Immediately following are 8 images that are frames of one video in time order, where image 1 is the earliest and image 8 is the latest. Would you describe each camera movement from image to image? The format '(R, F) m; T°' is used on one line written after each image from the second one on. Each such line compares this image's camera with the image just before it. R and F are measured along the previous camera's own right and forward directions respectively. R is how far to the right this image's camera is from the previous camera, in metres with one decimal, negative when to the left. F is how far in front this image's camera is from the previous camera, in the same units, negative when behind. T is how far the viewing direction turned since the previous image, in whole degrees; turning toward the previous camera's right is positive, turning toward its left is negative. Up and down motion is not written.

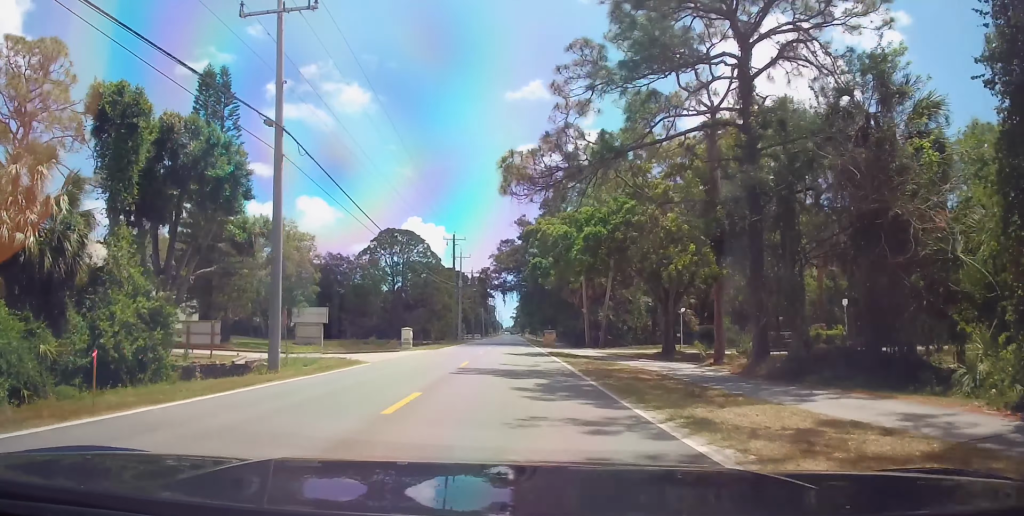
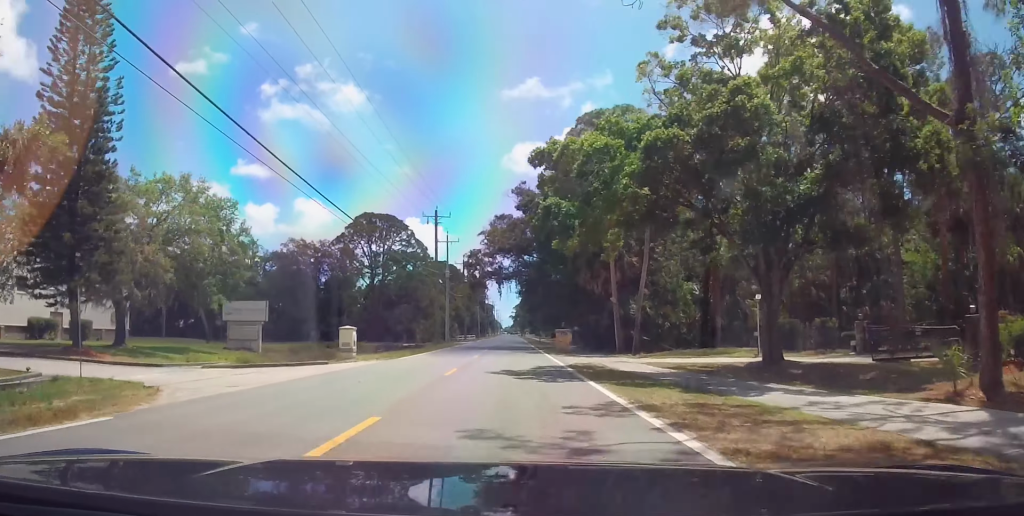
(-0.4, +15.7) m; 0°
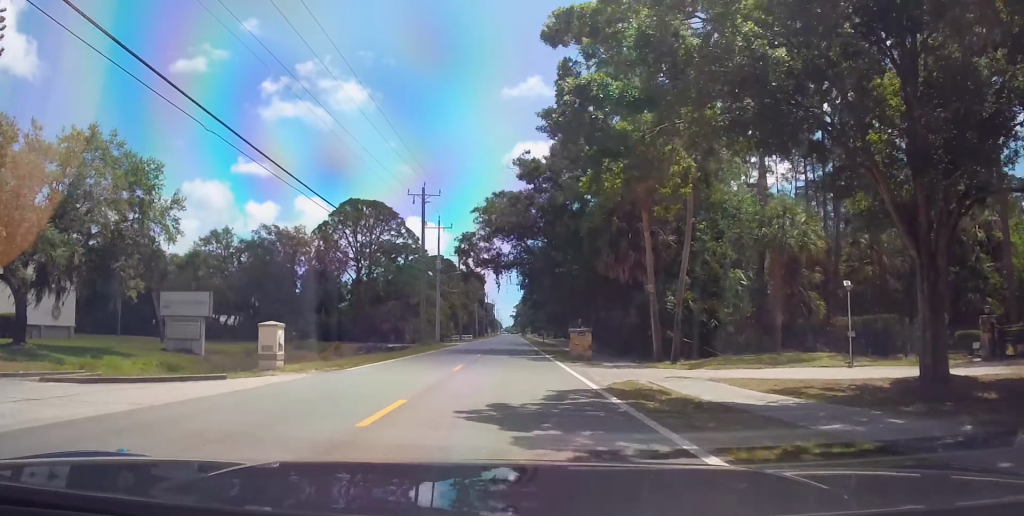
(+0.3, +9.5) m; +1°
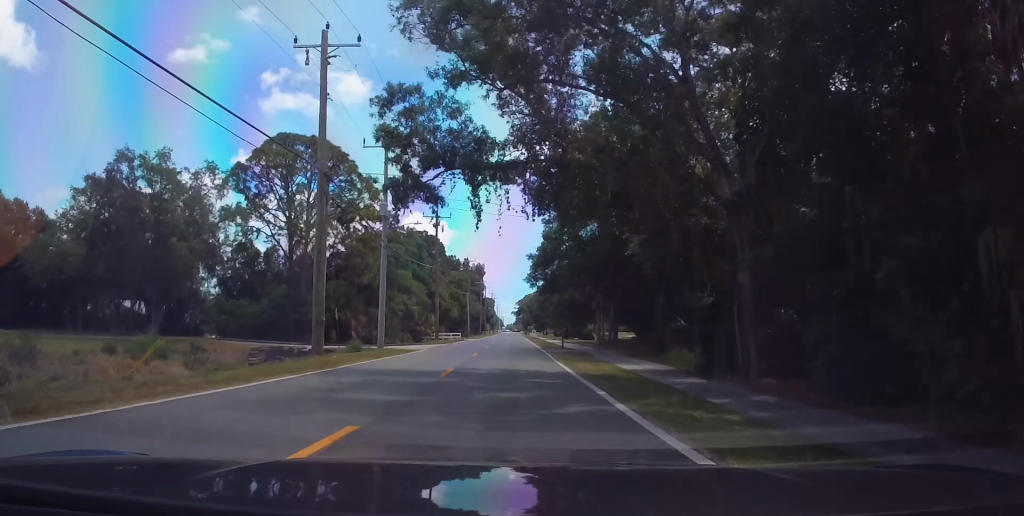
(+0.3, +28.0) m; +1°
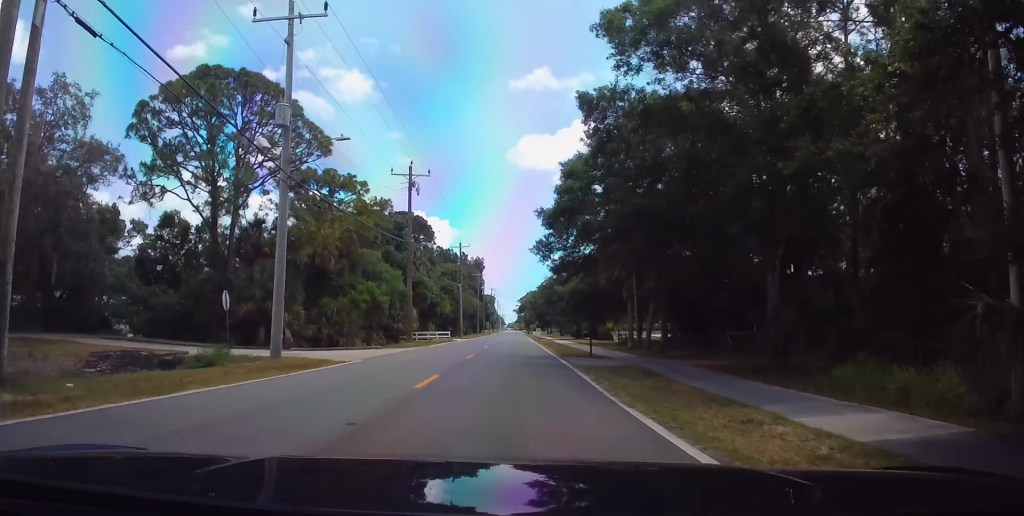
(0.0, +16.5) m; 0°
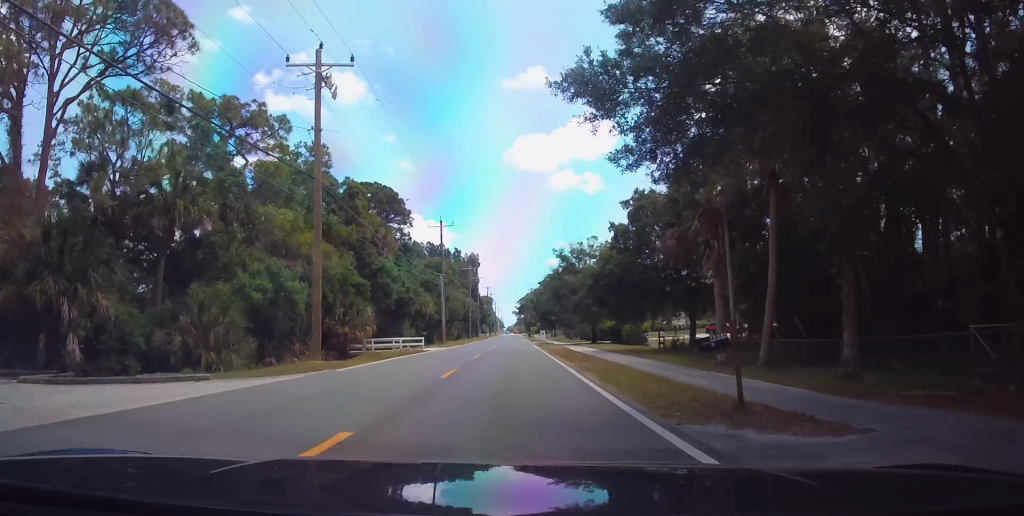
(0.0, +20.2) m; 0°
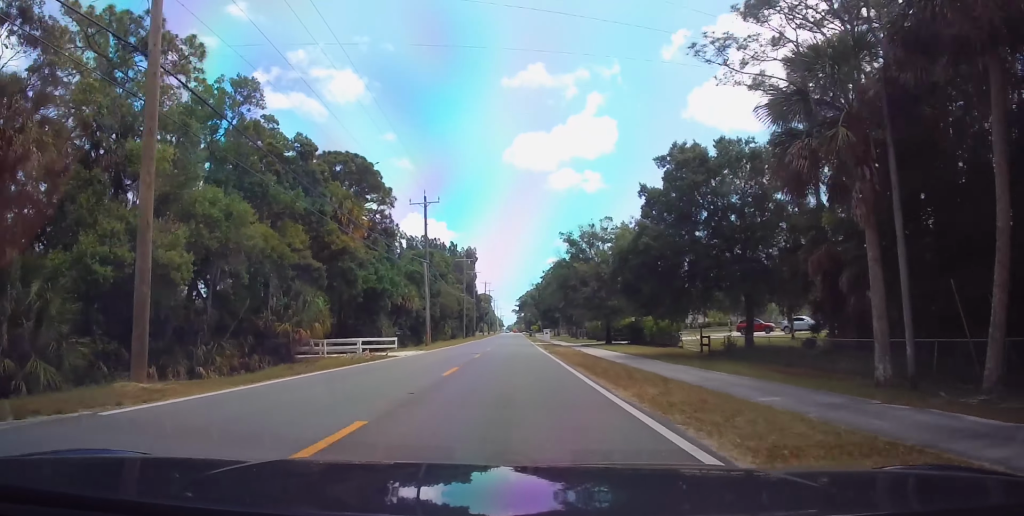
(0.0, +11.7) m; -1°
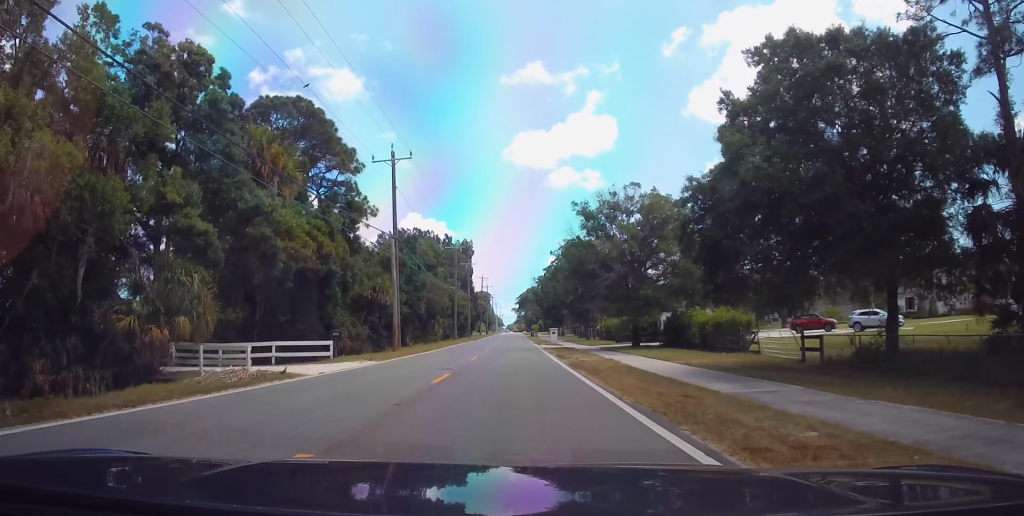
(-0.2, +14.3) m; -1°
